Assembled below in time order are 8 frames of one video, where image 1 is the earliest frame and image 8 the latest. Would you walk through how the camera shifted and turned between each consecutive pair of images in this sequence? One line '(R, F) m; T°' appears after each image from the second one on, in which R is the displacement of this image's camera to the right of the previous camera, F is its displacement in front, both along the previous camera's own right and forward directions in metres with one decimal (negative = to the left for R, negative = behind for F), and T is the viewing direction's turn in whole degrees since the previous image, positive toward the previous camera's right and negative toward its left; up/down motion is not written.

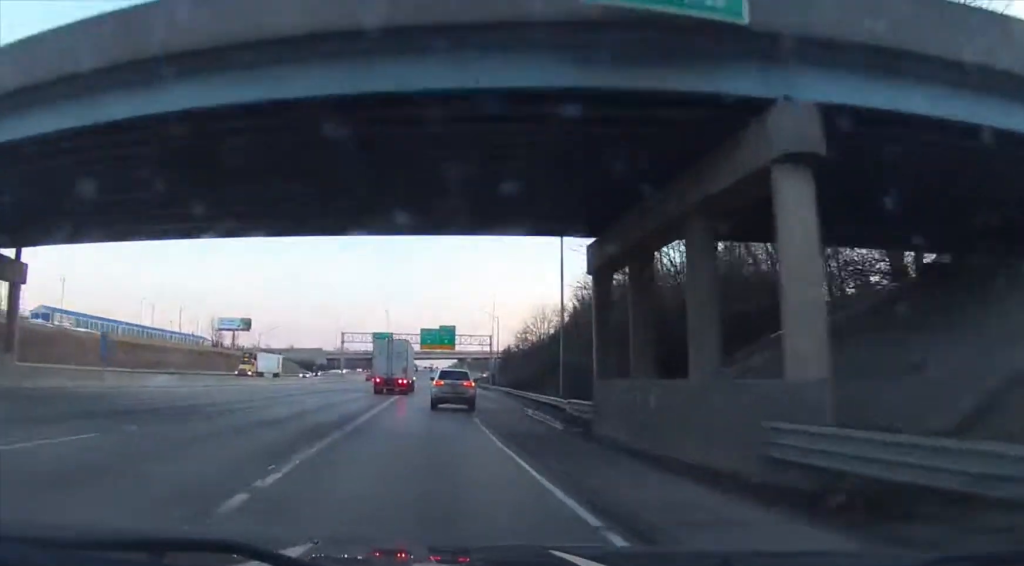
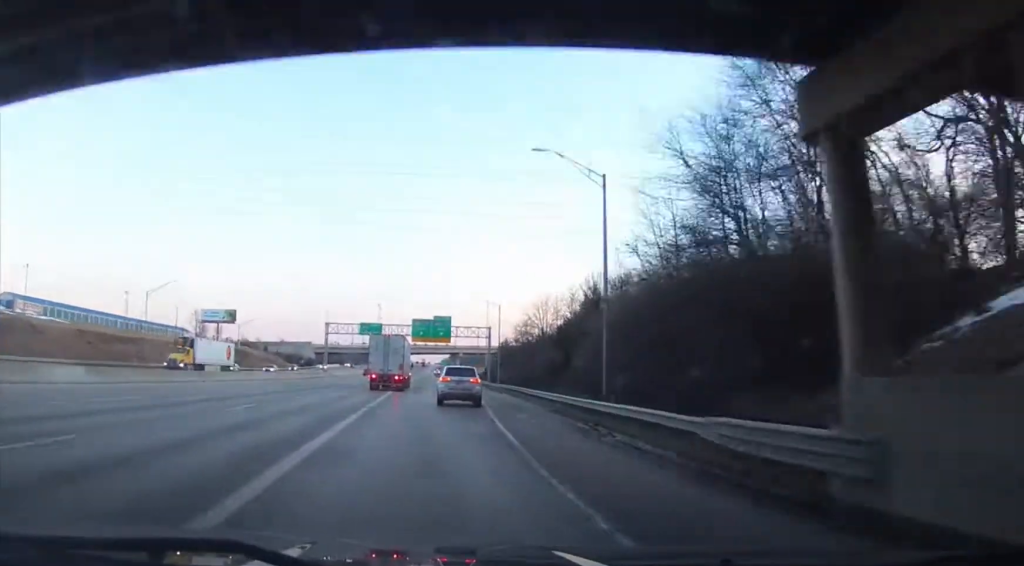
(0.0, +12.4) m; 0°
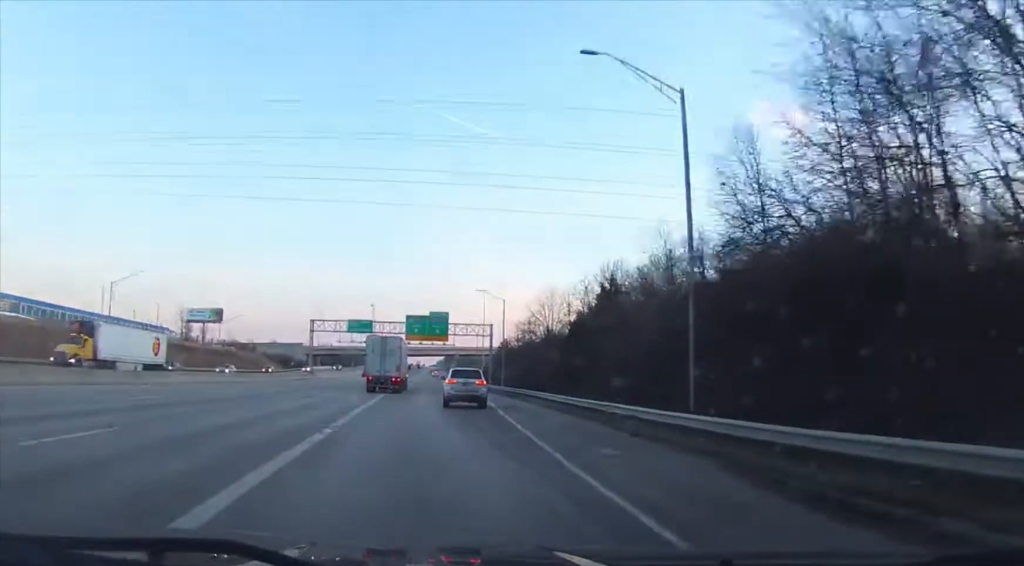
(0.0, +11.6) m; 0°
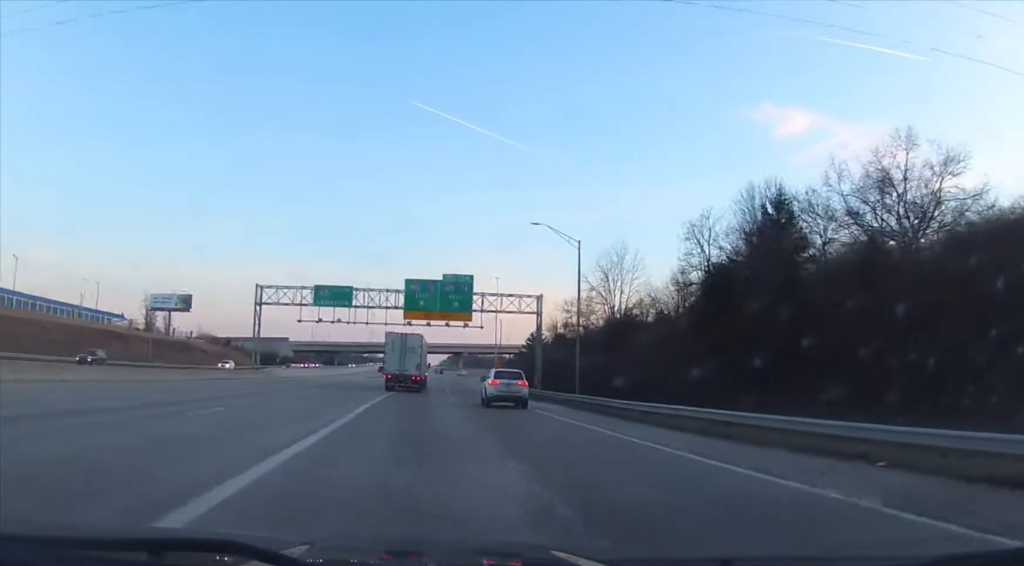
(+0.2, +40.8) m; +1°
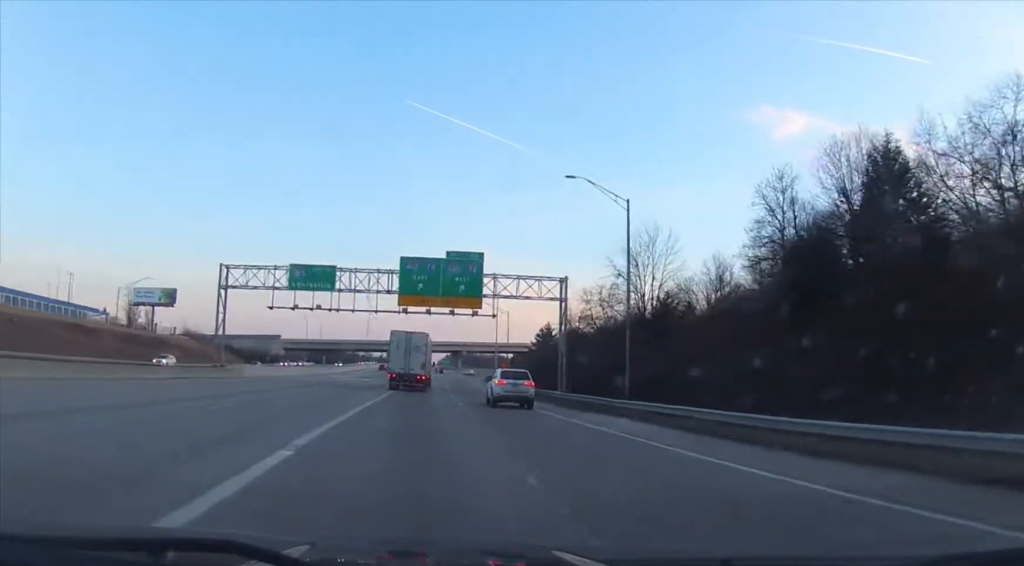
(+0.1, +12.6) m; 0°
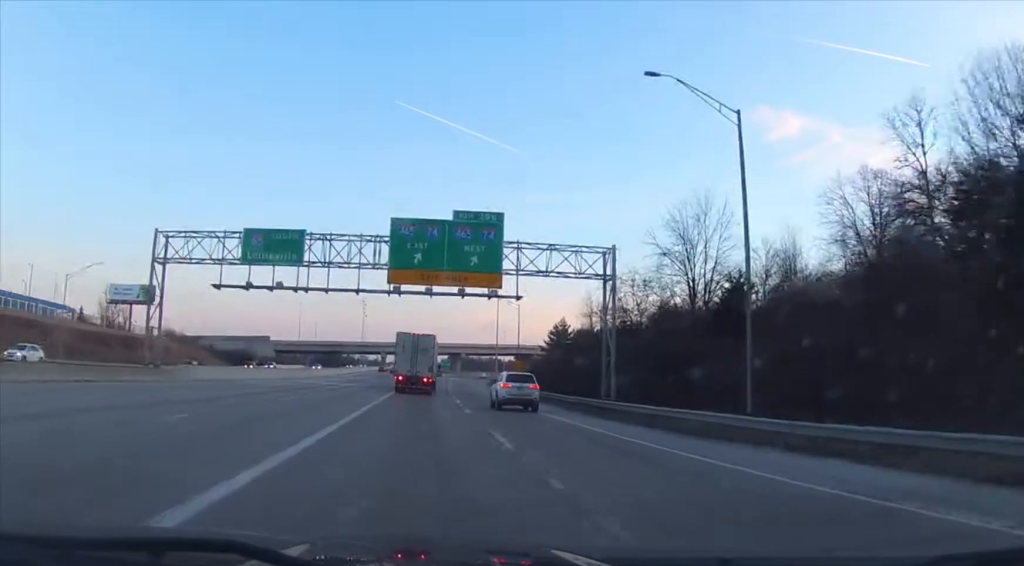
(0.0, +14.8) m; 0°
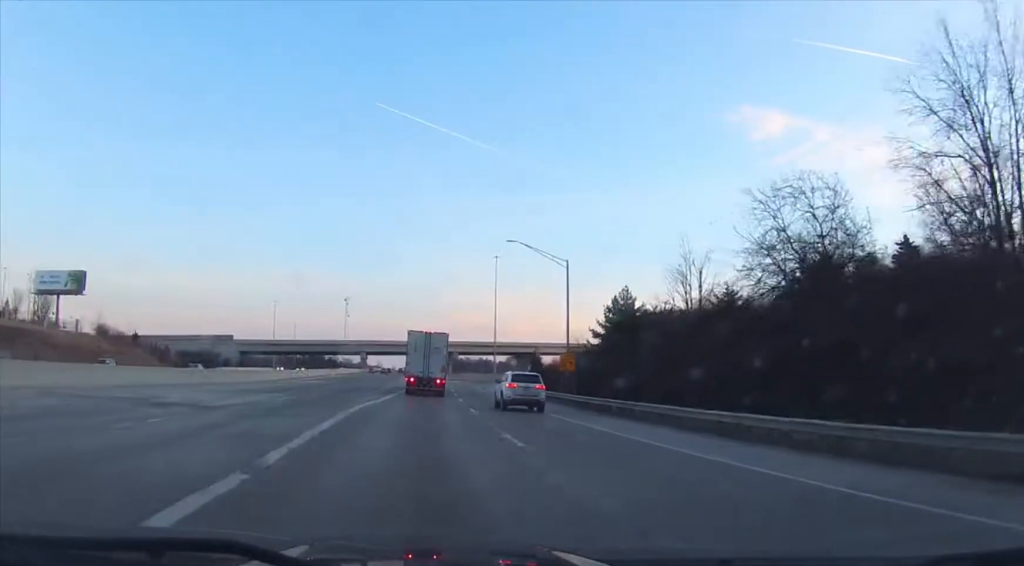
(+0.2, +36.9) m; +1°
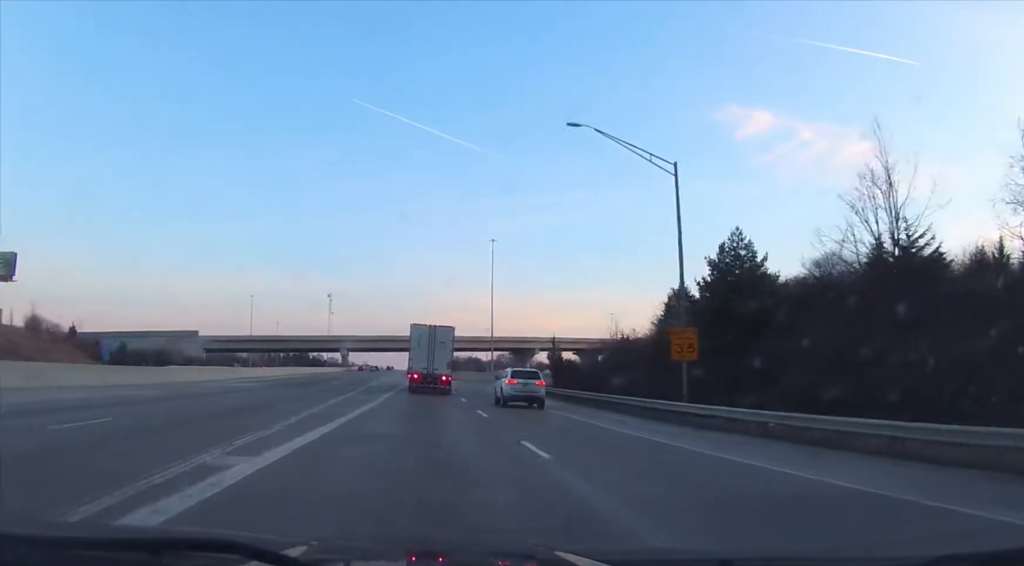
(+0.5, +26.9) m; +4°
